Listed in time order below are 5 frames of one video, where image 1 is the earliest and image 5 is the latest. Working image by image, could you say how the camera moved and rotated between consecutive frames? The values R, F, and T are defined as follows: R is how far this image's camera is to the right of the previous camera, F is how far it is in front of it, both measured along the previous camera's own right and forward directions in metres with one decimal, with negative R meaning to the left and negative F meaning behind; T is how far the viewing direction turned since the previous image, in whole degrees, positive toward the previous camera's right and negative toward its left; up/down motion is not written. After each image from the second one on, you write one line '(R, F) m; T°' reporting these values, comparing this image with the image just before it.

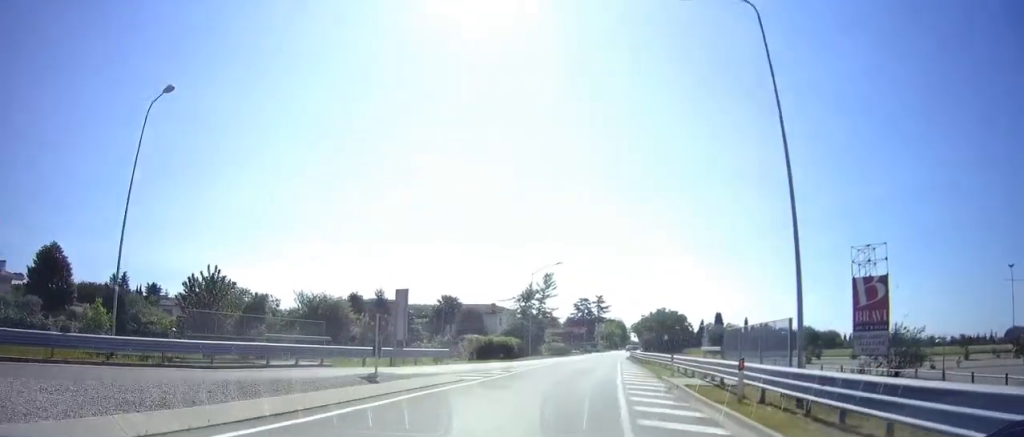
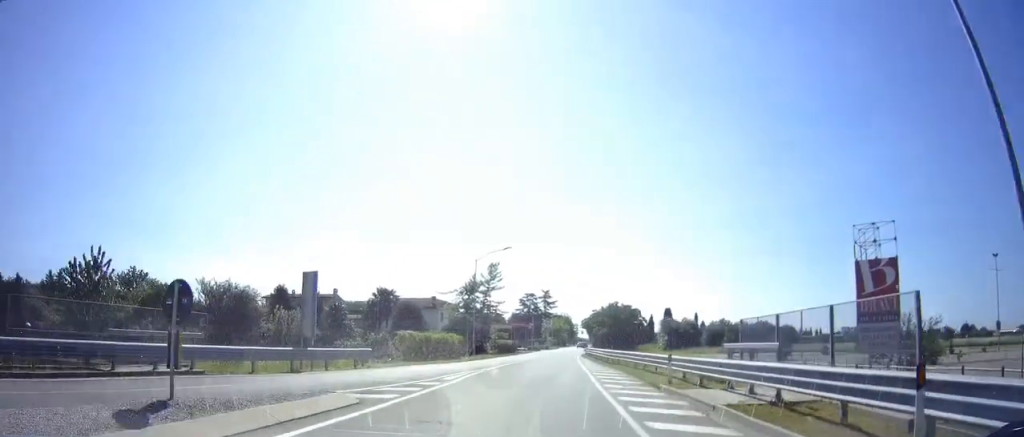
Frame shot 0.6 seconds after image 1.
(0.0, +7.3) m; +3°
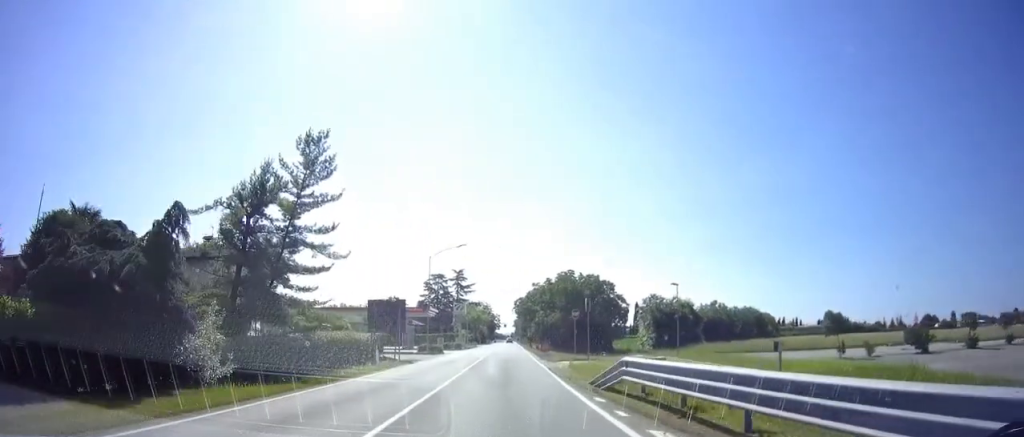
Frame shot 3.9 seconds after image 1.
(+6.3, +45.9) m; +12°
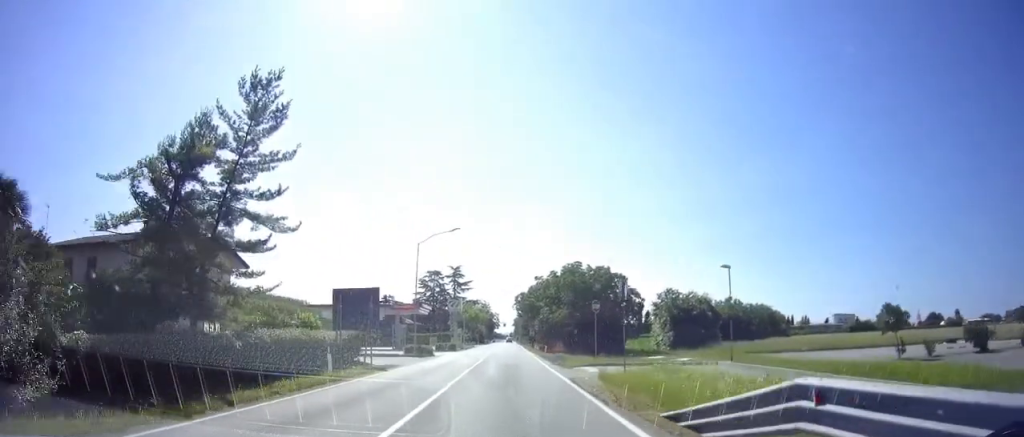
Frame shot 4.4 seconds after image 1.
(0.0, +6.7) m; 0°
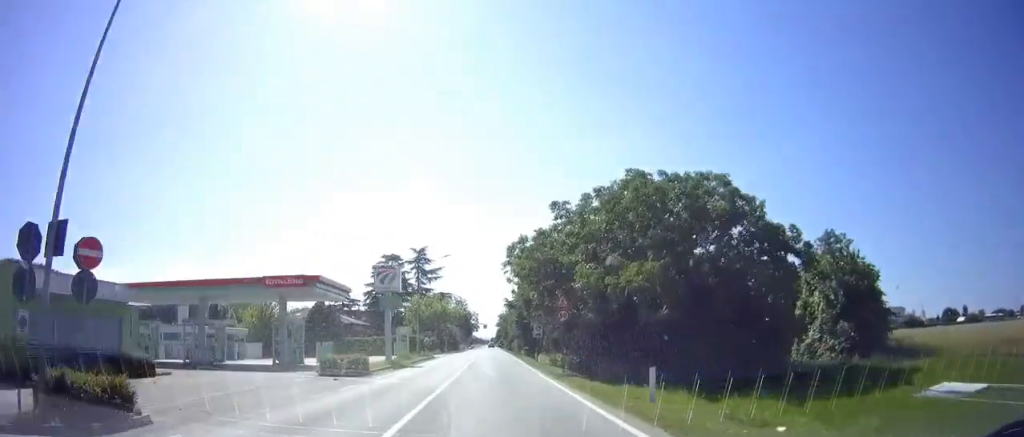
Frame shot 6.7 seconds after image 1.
(-0.1, +37.4) m; -4°
